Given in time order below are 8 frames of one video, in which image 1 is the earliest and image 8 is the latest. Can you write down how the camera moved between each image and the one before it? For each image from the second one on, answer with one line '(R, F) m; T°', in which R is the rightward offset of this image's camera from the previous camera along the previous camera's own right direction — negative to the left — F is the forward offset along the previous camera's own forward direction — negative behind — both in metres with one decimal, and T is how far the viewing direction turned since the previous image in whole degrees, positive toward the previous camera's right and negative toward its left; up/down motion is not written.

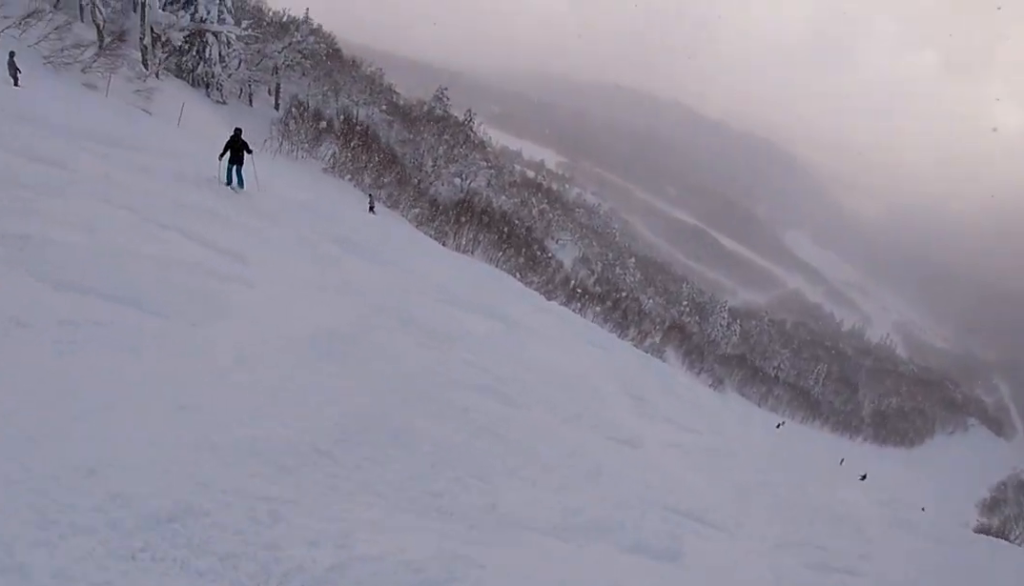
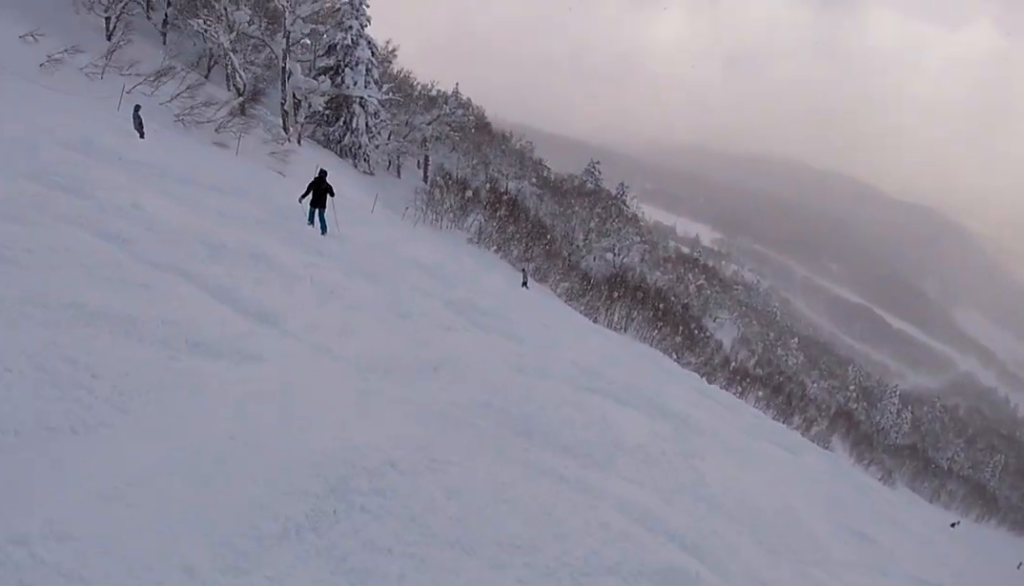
(-0.3, +3.2) m; -14°
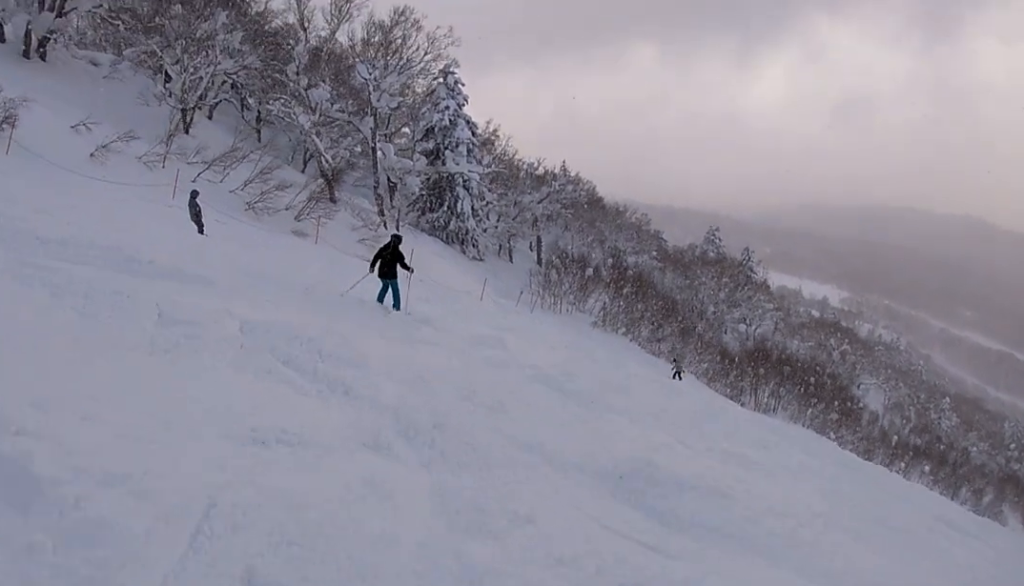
(-0.9, +5.1) m; -11°
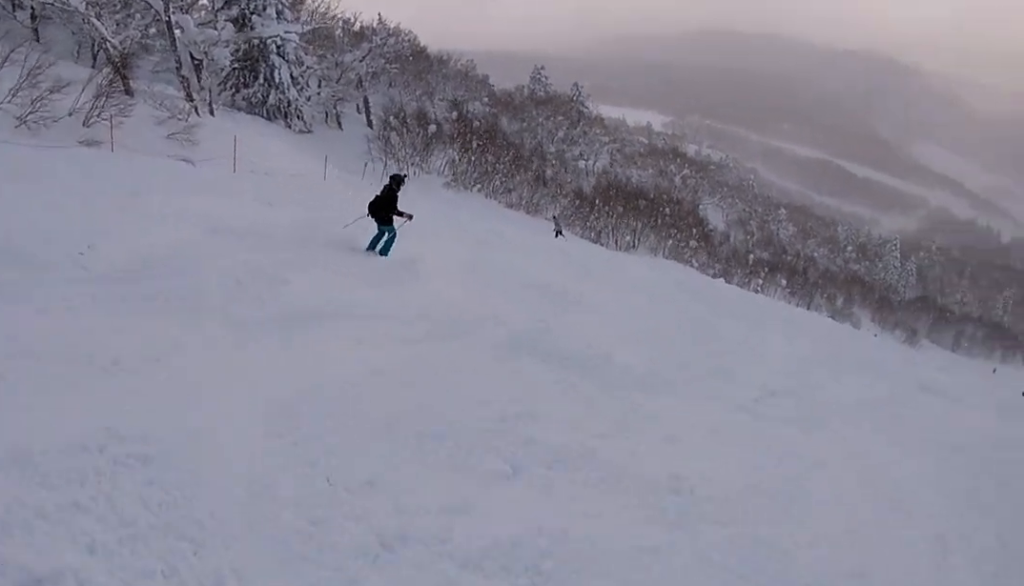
(0.0, +4.7) m; +11°
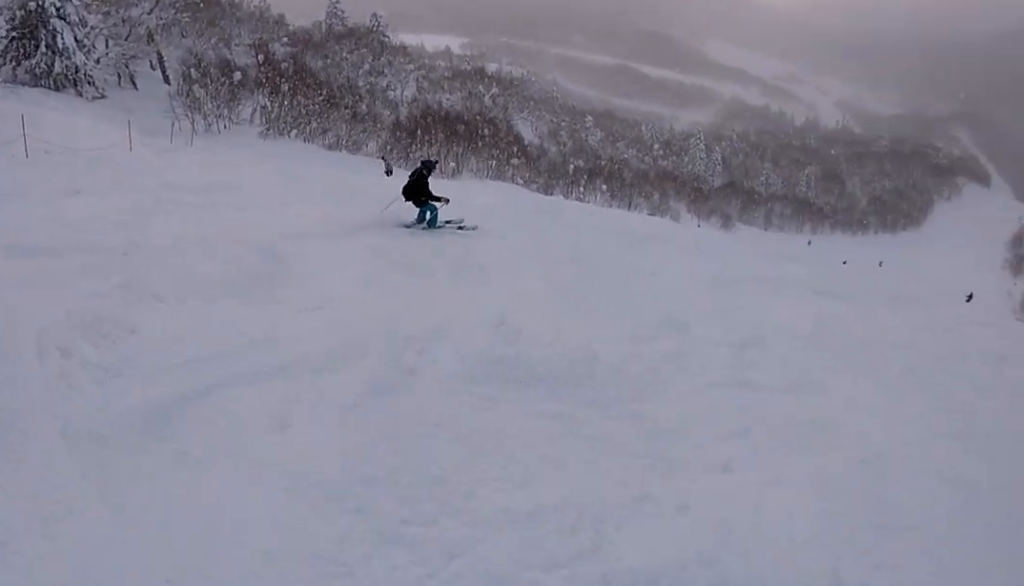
(+0.1, +2.2) m; +33°
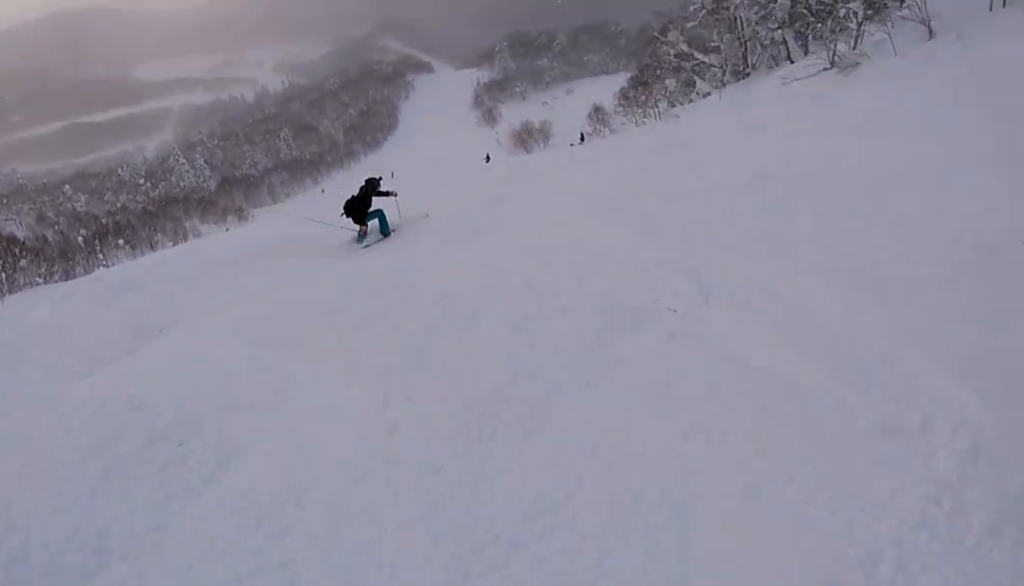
(+2.7, +3.8) m; +51°
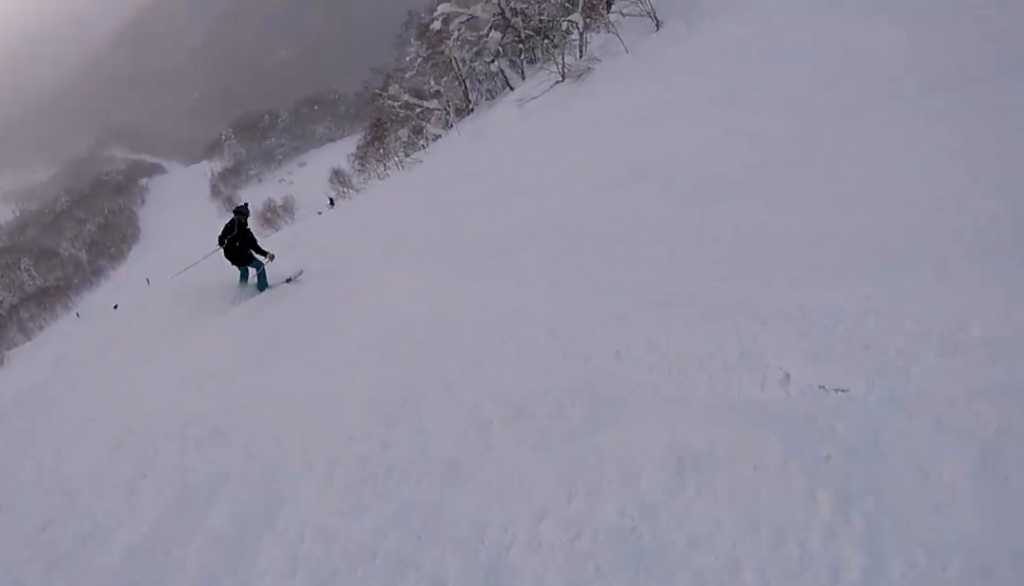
(+0.3, +2.6) m; +16°
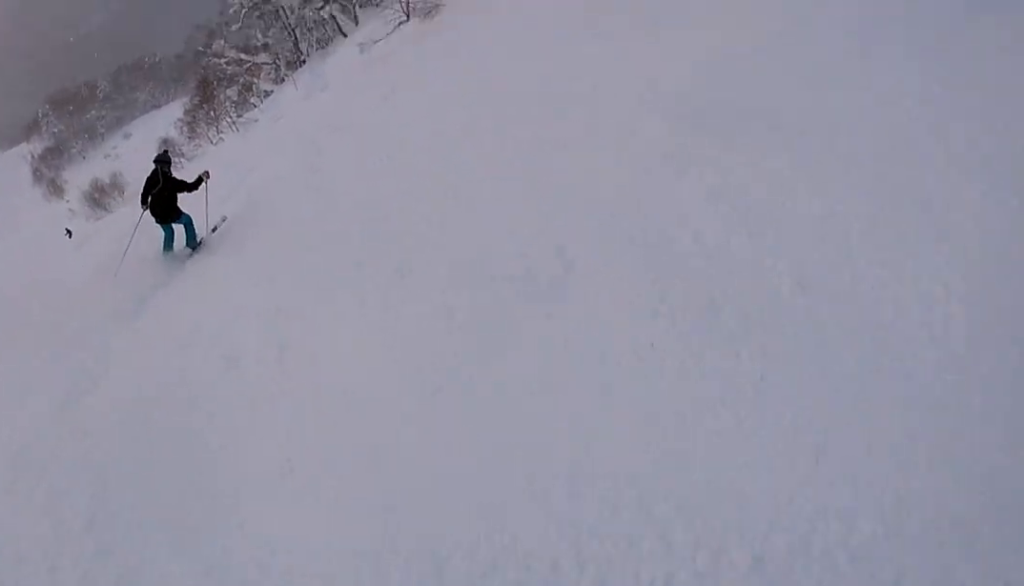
(0.0, +2.6) m; +15°
